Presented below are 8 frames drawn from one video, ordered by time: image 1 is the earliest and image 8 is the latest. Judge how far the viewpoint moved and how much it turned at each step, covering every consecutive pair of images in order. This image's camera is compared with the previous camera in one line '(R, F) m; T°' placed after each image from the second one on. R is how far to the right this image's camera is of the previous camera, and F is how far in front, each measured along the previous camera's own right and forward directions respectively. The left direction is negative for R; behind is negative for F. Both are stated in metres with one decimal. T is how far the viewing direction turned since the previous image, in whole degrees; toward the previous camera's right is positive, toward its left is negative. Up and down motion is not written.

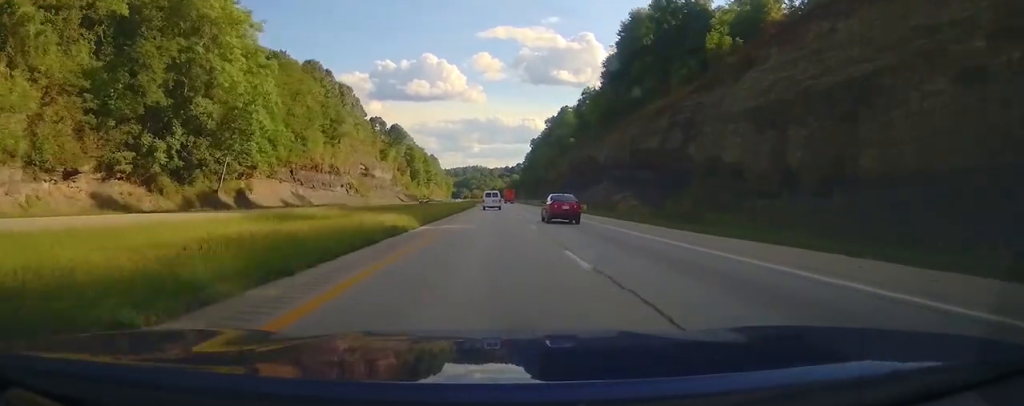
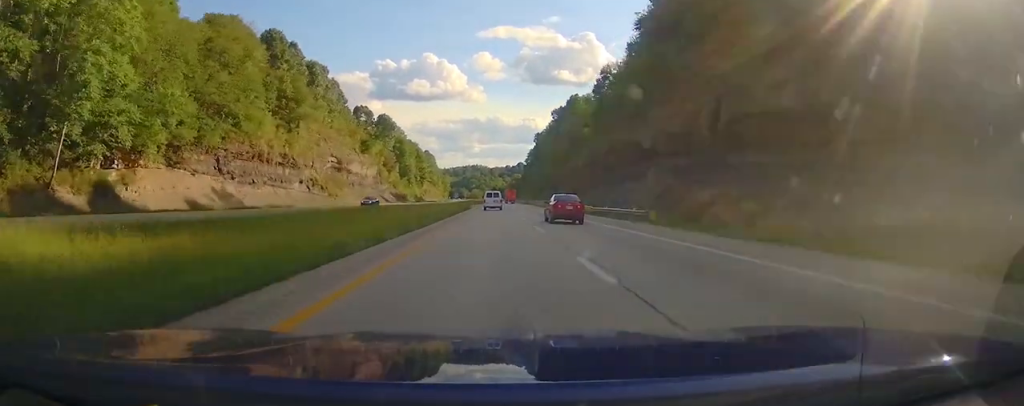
(0.0, +26.5) m; 0°
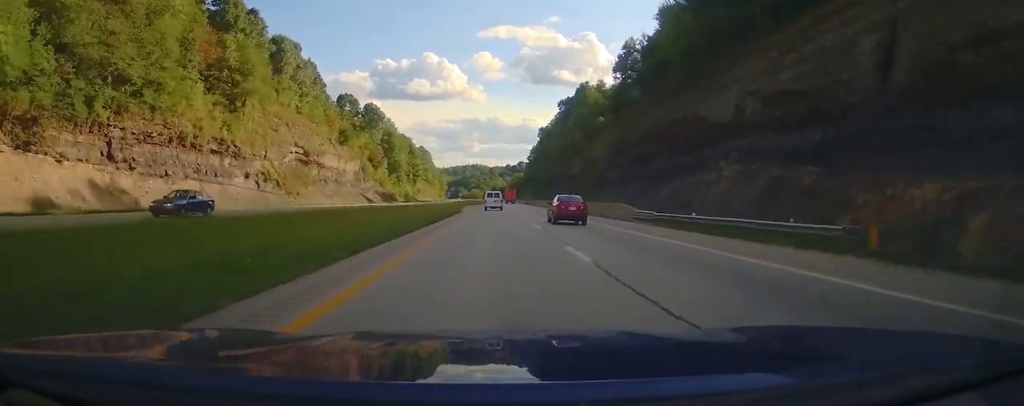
(0.0, +21.9) m; 0°
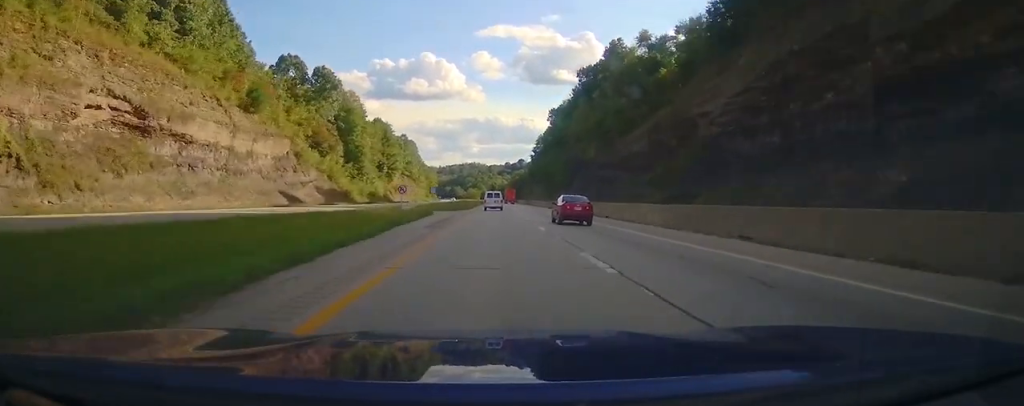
(0.0, +50.7) m; 0°
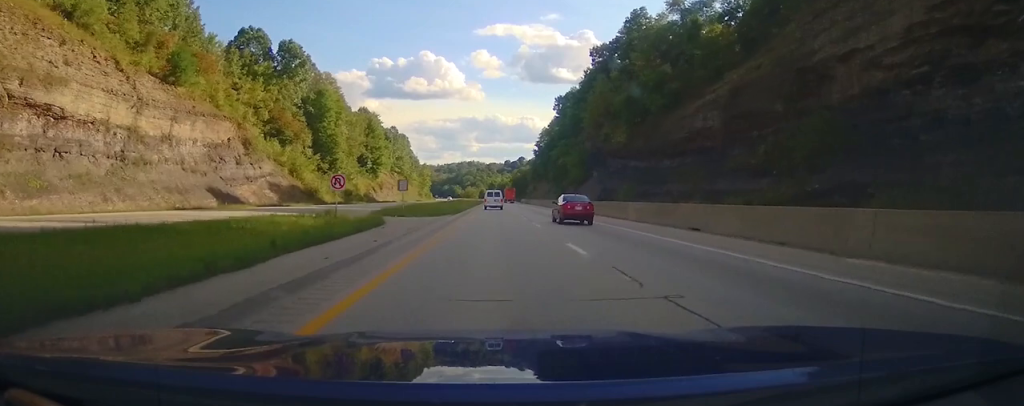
(0.0, +21.9) m; 0°
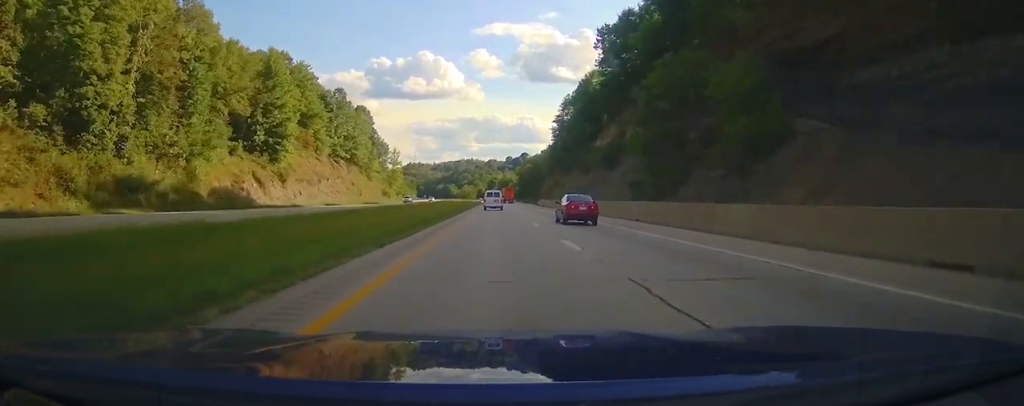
(+0.7, +71.9) m; +1°
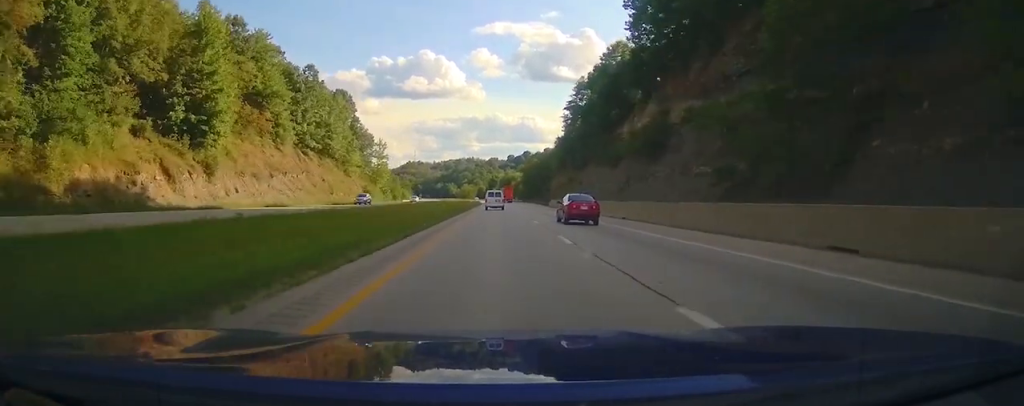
(-0.3, +22.7) m; 0°
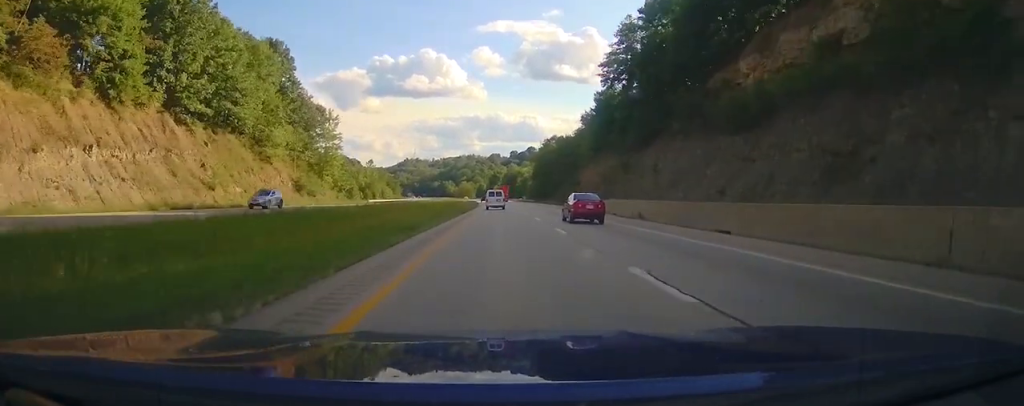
(+0.4, +45.3) m; -1°
